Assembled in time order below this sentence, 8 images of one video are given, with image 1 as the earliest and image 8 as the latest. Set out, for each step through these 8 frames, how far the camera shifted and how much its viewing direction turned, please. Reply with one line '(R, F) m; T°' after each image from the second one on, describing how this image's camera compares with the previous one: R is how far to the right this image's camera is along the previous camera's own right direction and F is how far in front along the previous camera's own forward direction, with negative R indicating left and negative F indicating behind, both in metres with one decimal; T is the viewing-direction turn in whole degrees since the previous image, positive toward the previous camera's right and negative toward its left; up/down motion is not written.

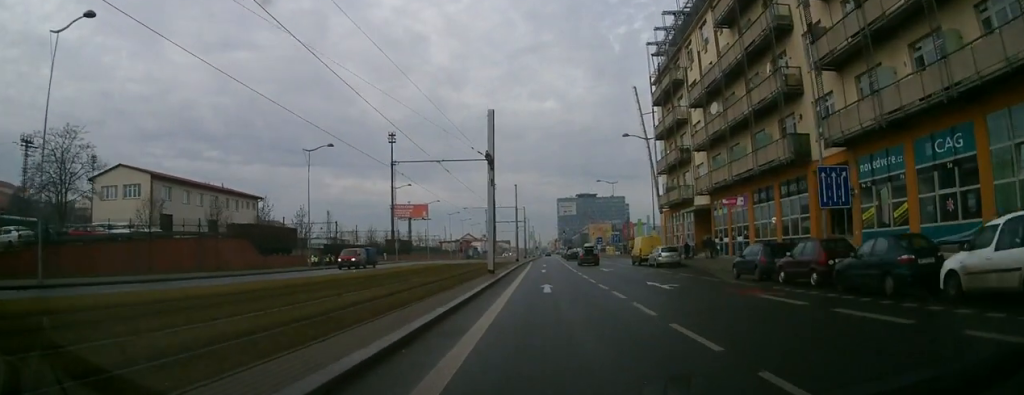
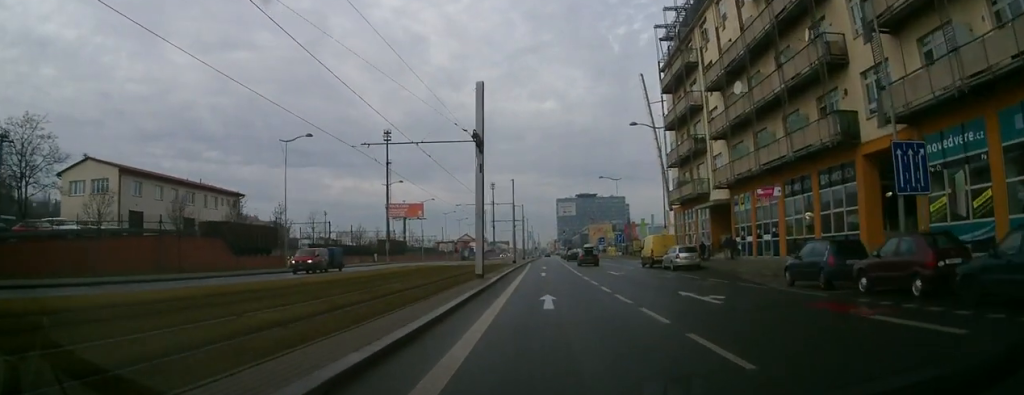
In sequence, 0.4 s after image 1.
(-0.1, +5.8) m; +1°
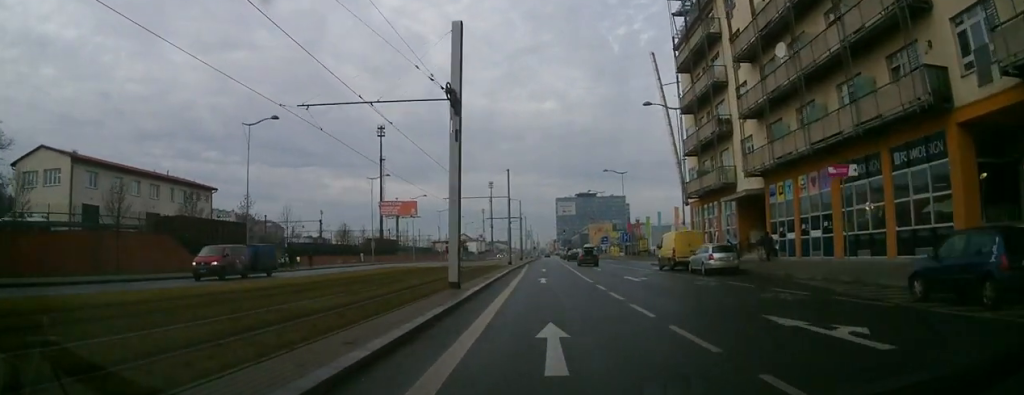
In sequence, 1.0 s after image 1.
(+0.3, +7.5) m; 0°
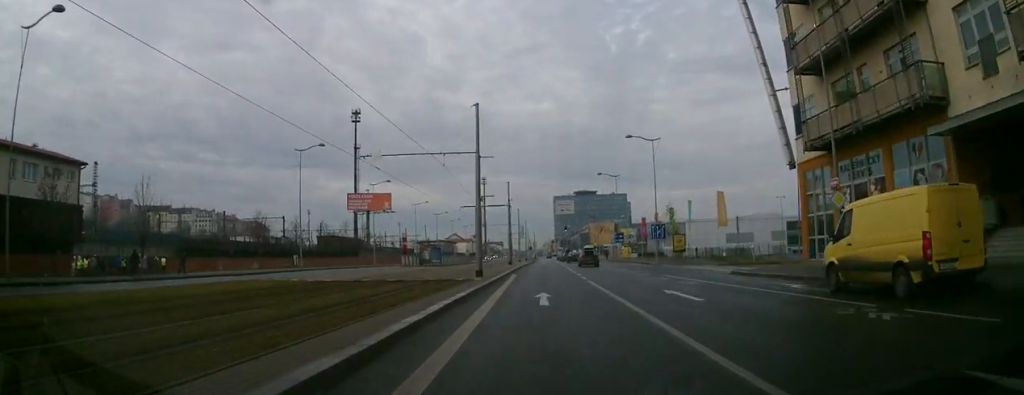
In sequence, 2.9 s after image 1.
(-0.4, +25.8) m; -1°
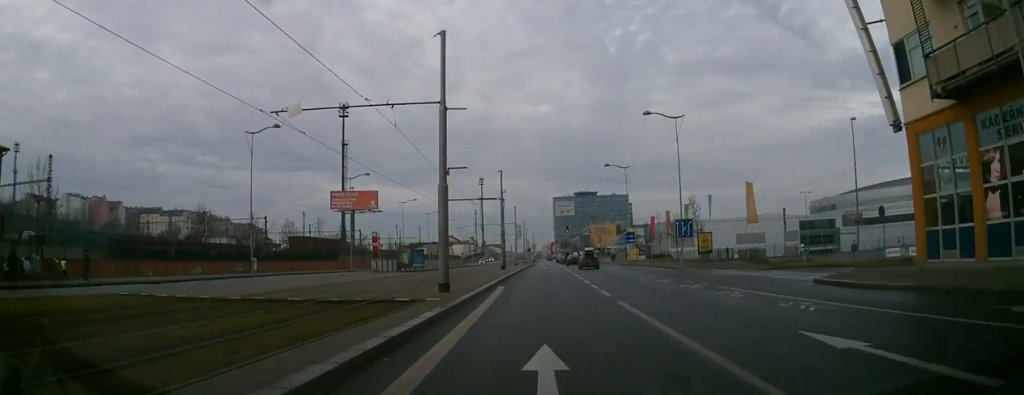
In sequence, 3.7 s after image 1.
(+0.1, +10.8) m; 0°
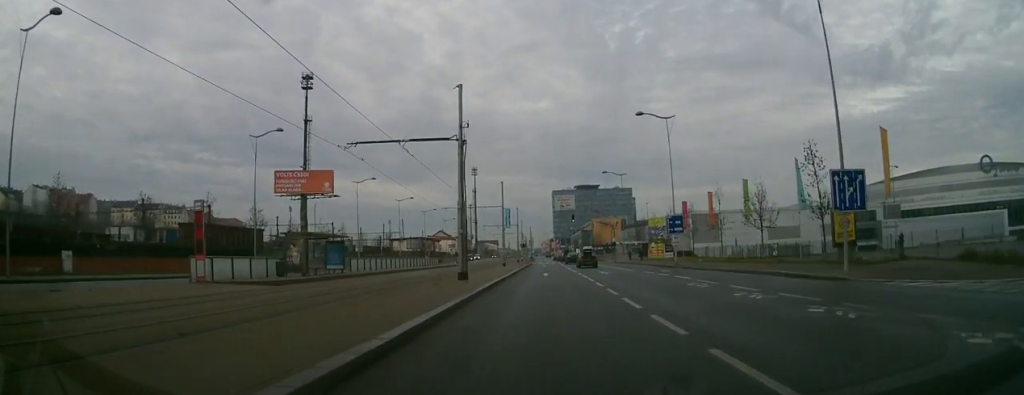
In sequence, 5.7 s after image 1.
(-0.6, +27.3) m; -2°
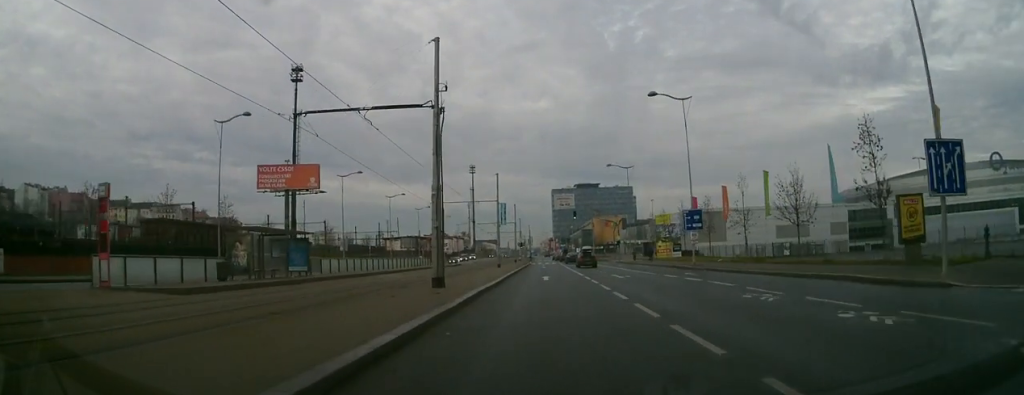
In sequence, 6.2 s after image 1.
(0.0, +6.0) m; 0°
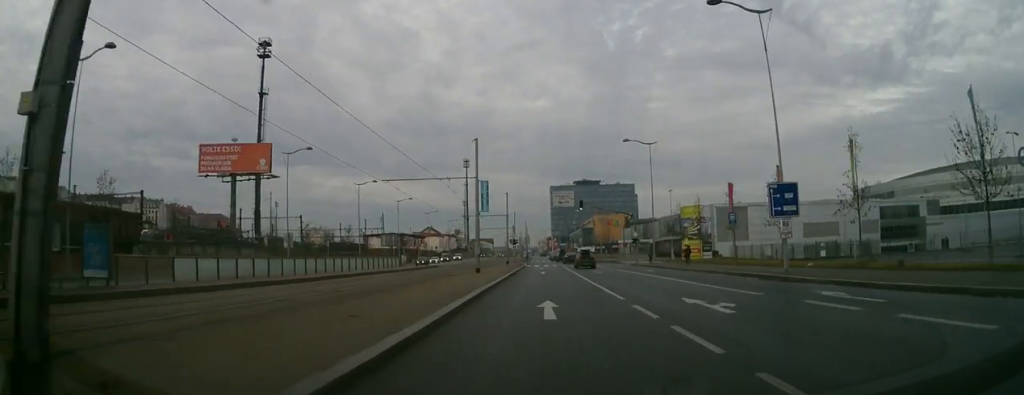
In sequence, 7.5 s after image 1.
(0.0, +18.1) m; 0°
